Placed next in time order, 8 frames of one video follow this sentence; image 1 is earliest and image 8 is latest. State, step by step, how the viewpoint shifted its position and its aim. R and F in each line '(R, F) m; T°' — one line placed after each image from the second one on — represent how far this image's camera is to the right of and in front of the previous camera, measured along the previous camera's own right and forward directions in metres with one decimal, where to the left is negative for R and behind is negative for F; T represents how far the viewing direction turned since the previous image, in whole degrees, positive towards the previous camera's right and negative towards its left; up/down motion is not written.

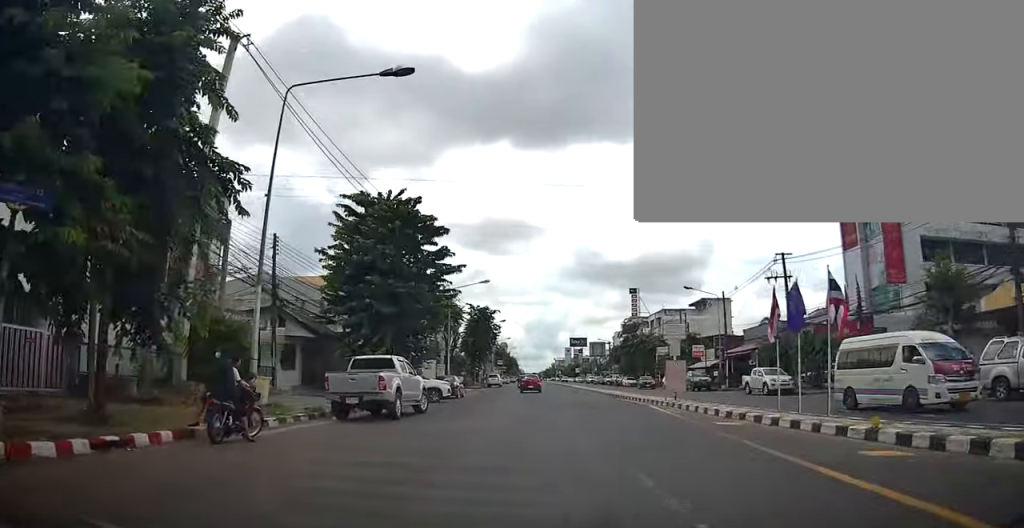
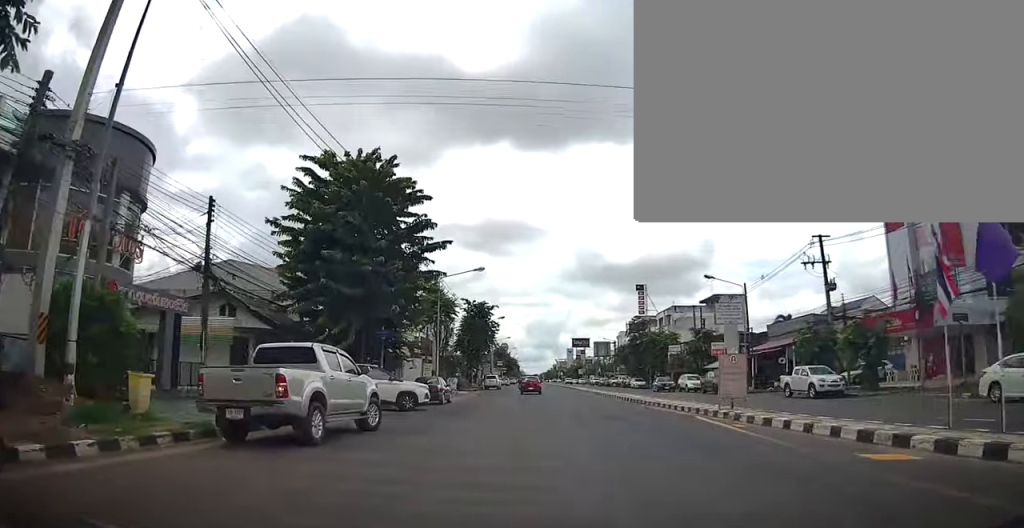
(-0.3, +6.3) m; 0°
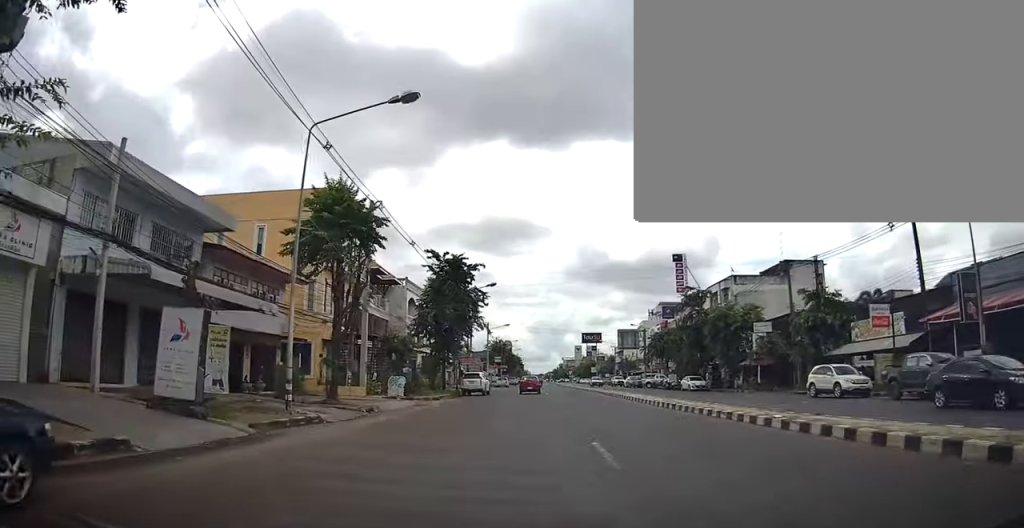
(-0.1, +26.5) m; -1°
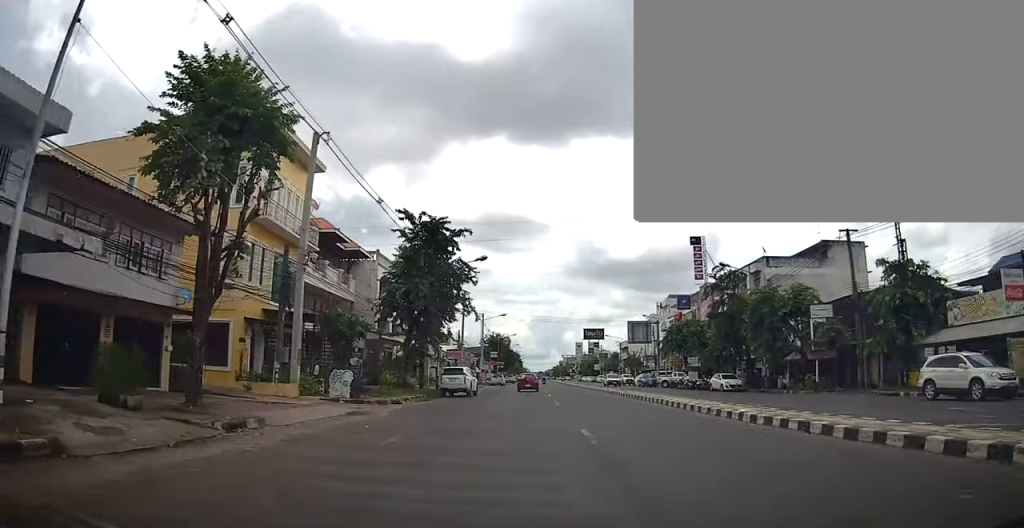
(+0.2, +9.6) m; 0°
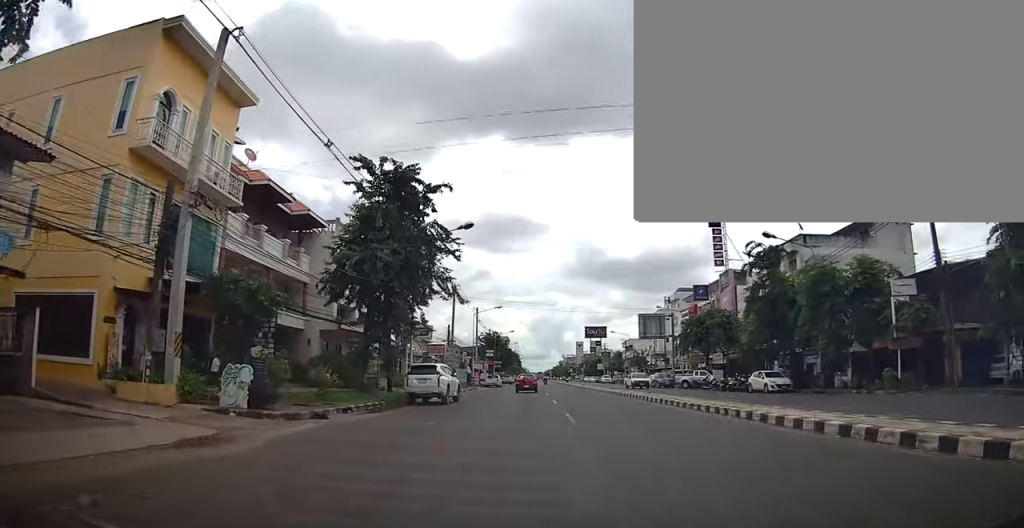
(0.0, +8.7) m; 0°
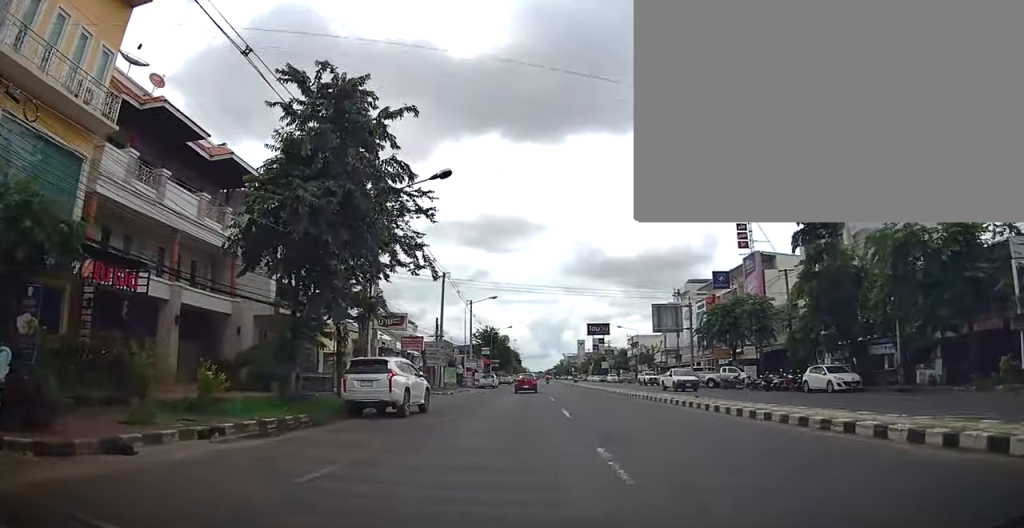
(-0.1, +8.1) m; 0°
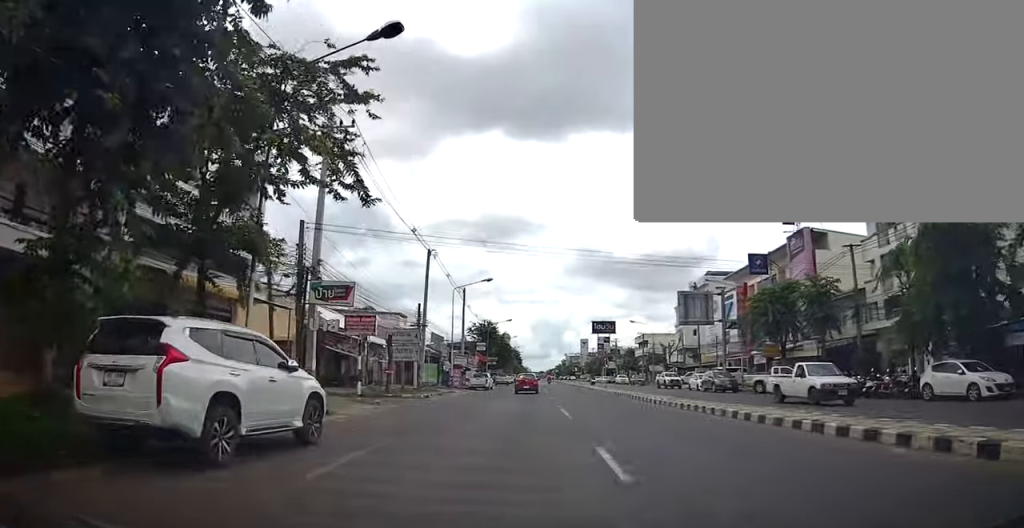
(+0.1, +10.6) m; 0°
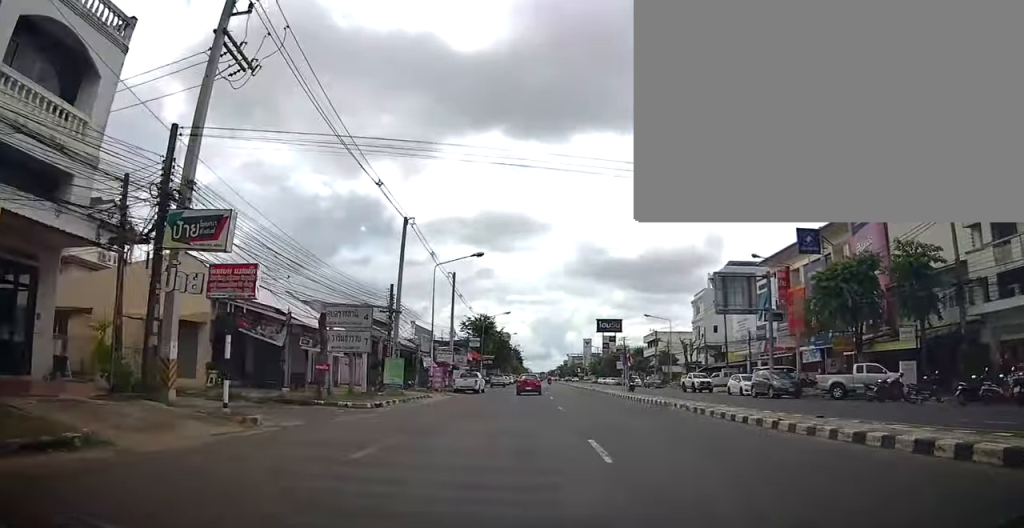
(-0.1, +10.8) m; +1°
